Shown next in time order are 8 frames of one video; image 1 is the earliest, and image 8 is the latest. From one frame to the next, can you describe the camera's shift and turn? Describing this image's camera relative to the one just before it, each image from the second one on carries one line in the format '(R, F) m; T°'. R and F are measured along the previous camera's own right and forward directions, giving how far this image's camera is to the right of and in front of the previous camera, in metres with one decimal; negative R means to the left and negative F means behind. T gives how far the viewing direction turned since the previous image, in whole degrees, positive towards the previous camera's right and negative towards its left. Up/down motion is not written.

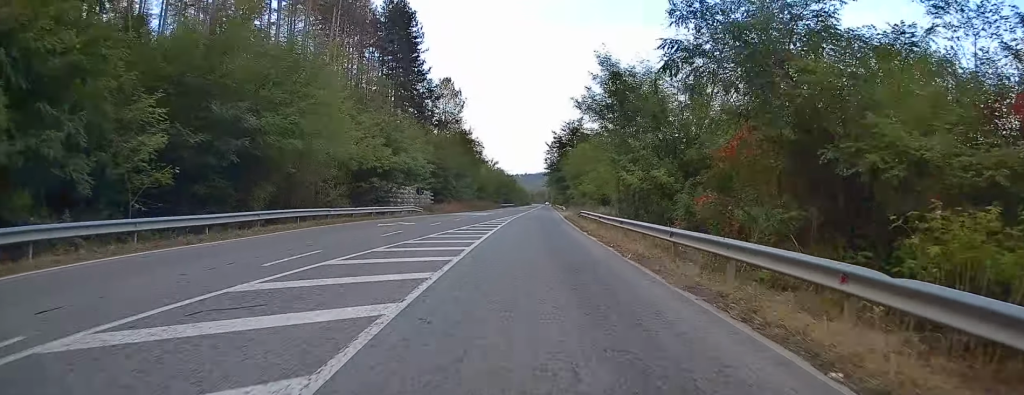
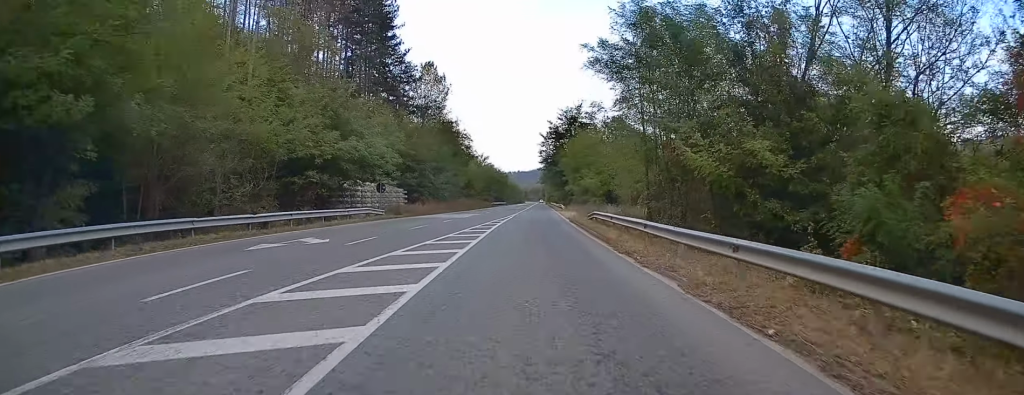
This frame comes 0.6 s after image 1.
(0.0, +12.5) m; +1°
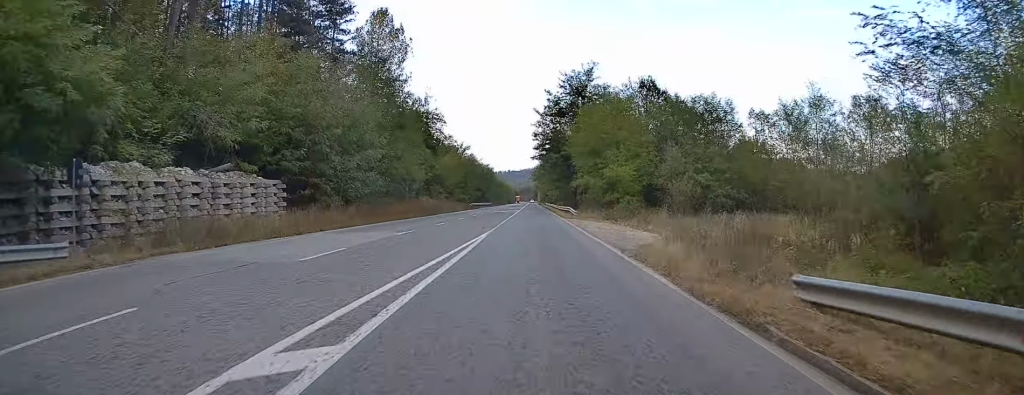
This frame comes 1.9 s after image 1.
(+0.5, +29.7) m; +1°
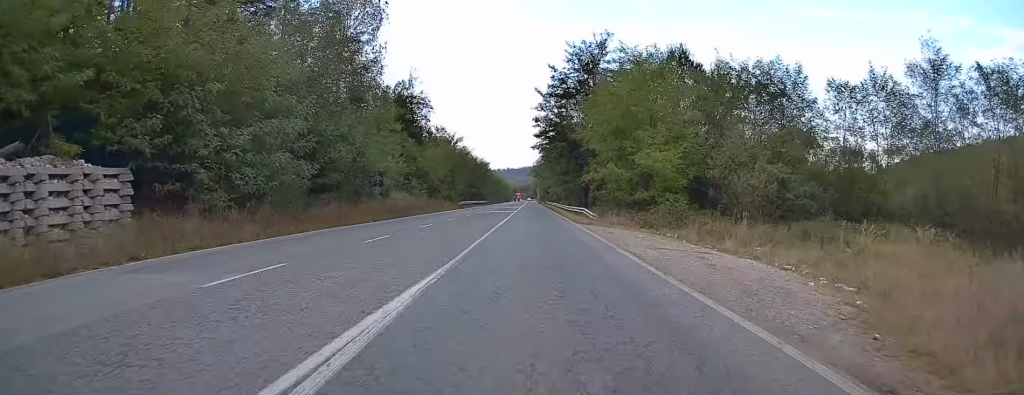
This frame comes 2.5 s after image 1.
(0.0, +13.5) m; 0°
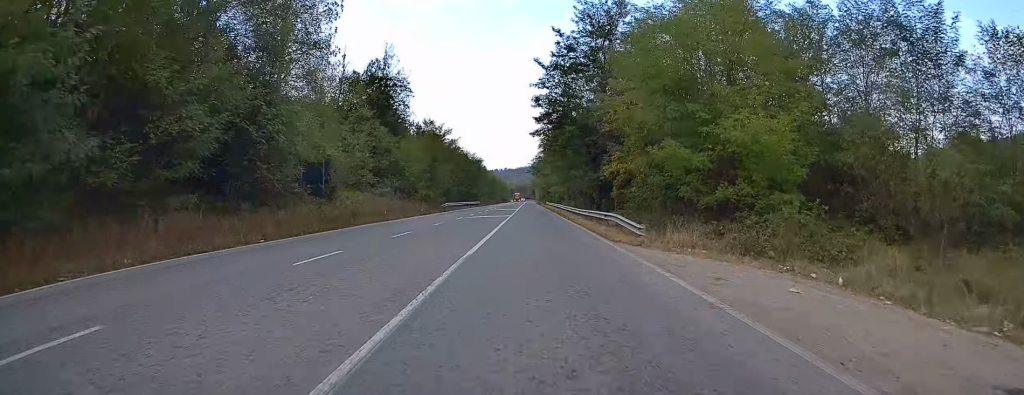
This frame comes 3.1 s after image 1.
(0.0, +14.4) m; 0°
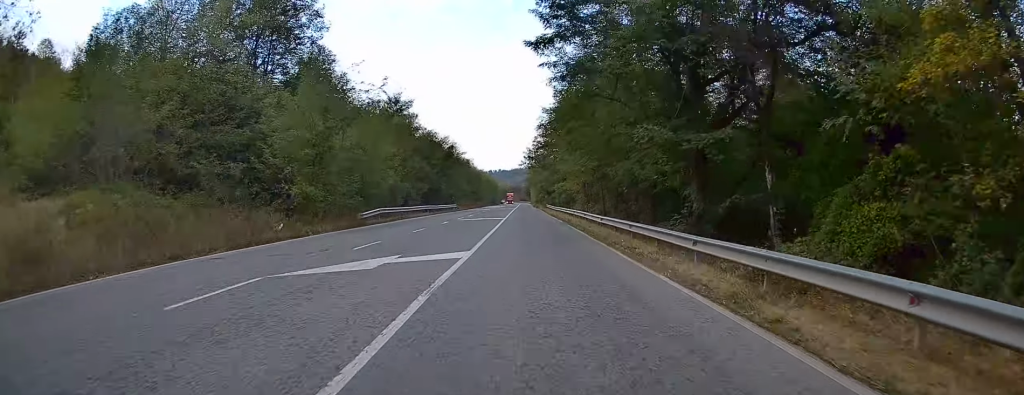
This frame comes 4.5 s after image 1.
(0.0, +31.4) m; 0°
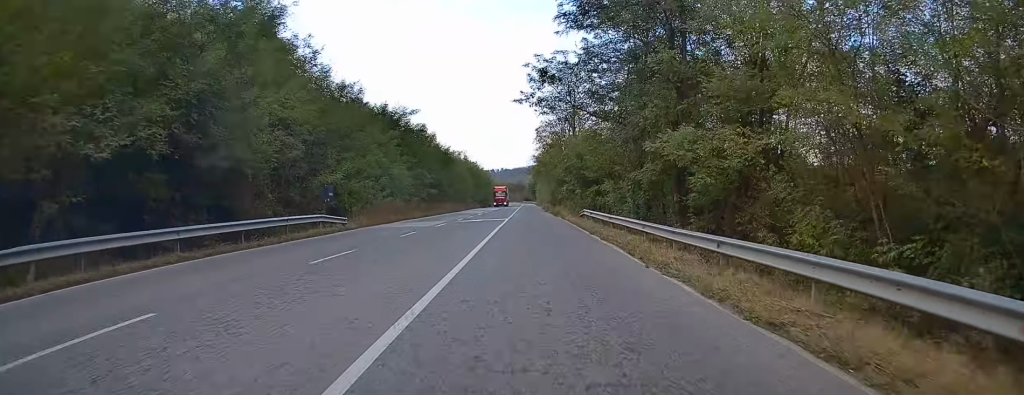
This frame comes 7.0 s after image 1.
(+0.2, +57.6) m; 0°
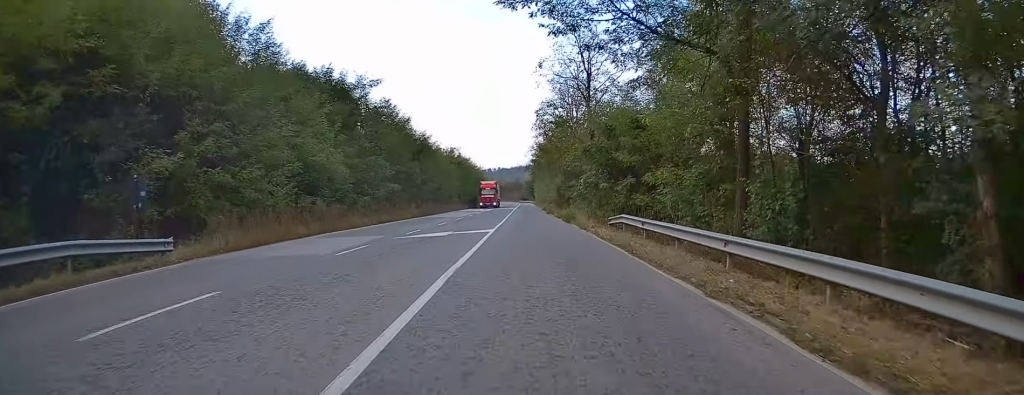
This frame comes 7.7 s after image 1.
(0.0, +16.4) m; 0°
